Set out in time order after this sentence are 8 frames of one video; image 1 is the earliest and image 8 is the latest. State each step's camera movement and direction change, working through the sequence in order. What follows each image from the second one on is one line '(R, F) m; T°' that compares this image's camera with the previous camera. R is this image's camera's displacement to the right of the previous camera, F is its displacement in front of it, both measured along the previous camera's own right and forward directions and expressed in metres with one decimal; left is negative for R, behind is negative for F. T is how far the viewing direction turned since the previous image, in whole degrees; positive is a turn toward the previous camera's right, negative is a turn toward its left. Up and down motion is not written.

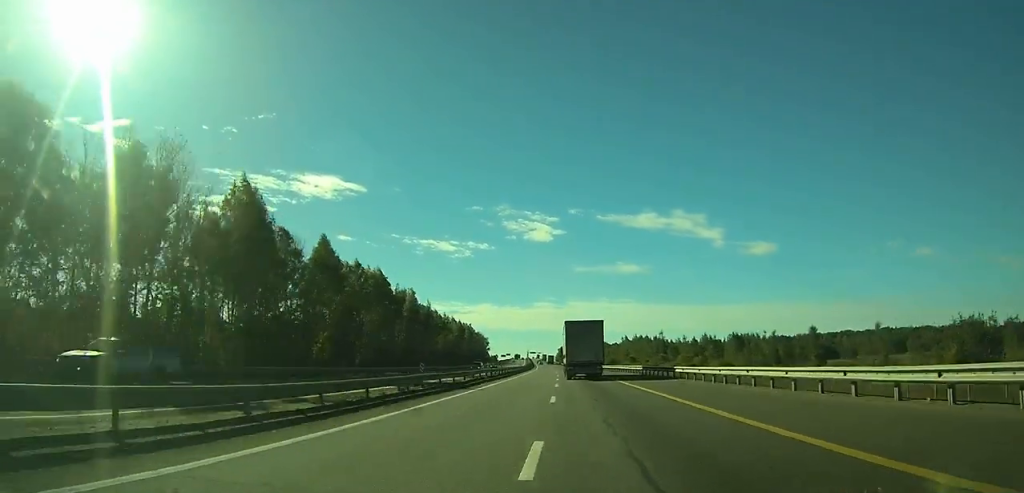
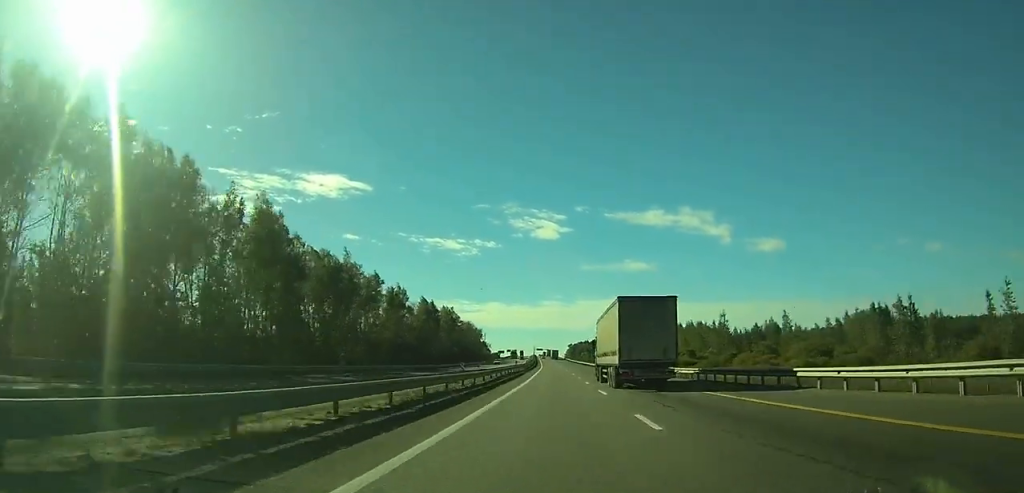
(-2.1, +79.5) m; -2°
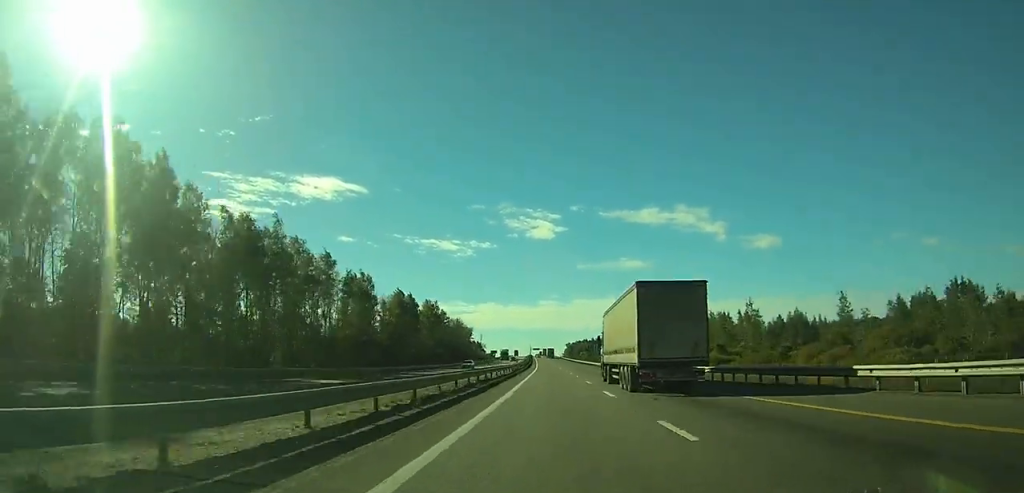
(-0.1, +25.9) m; 0°
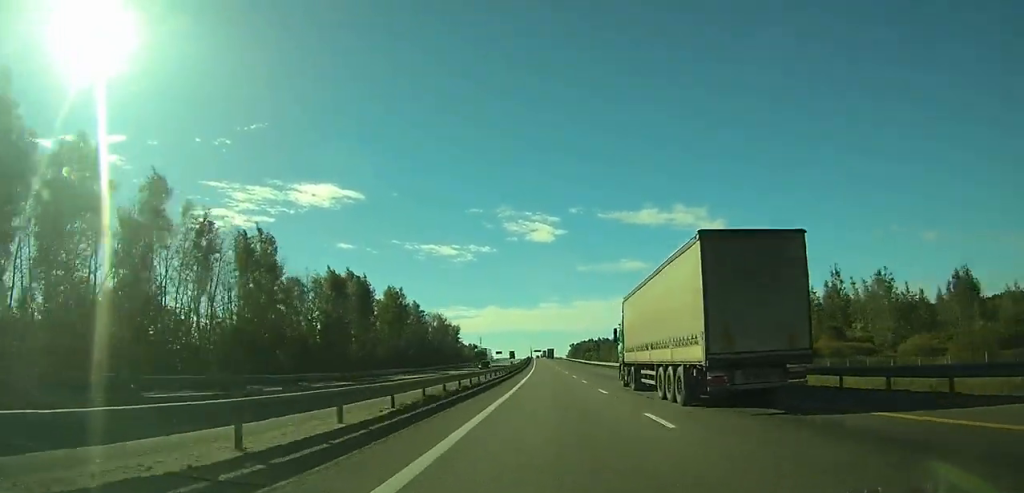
(+0.1, +46.3) m; 0°
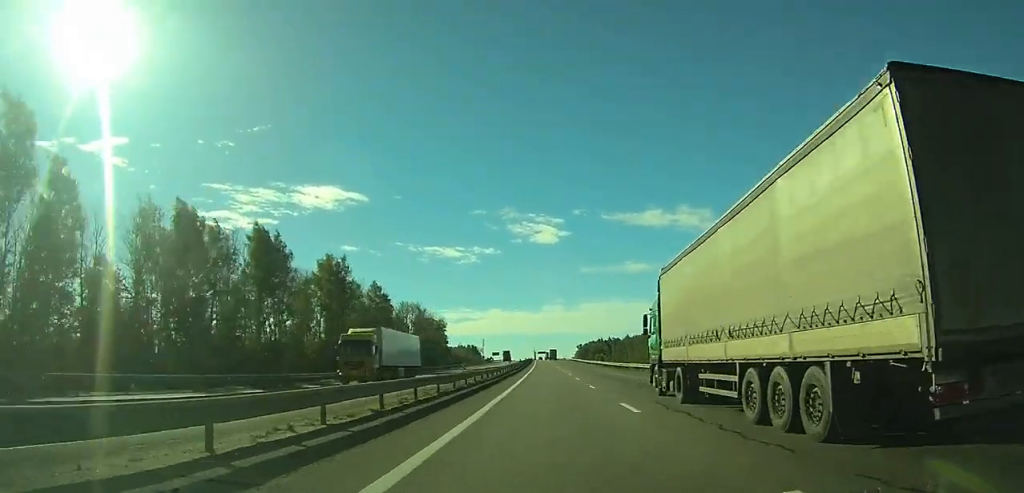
(-0.1, +44.5) m; 0°
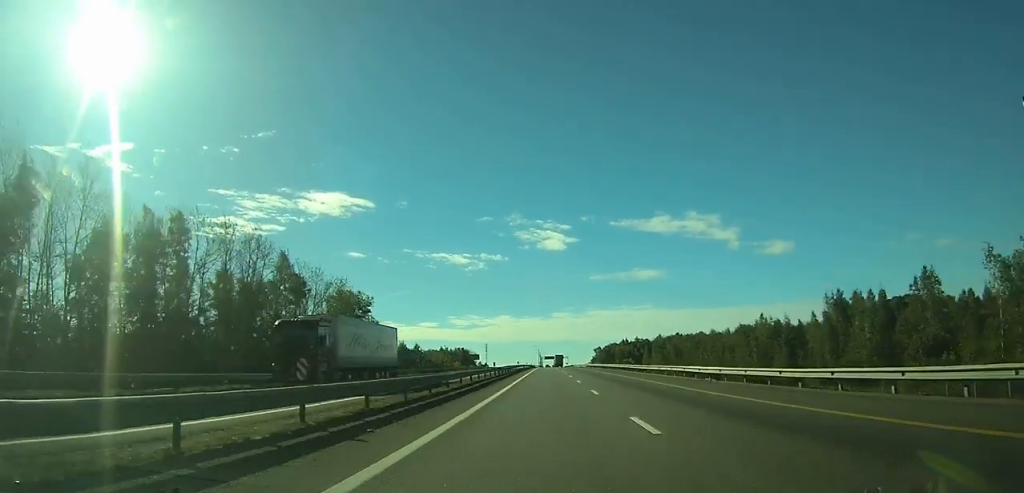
(-1.1, +100.3) m; -1°
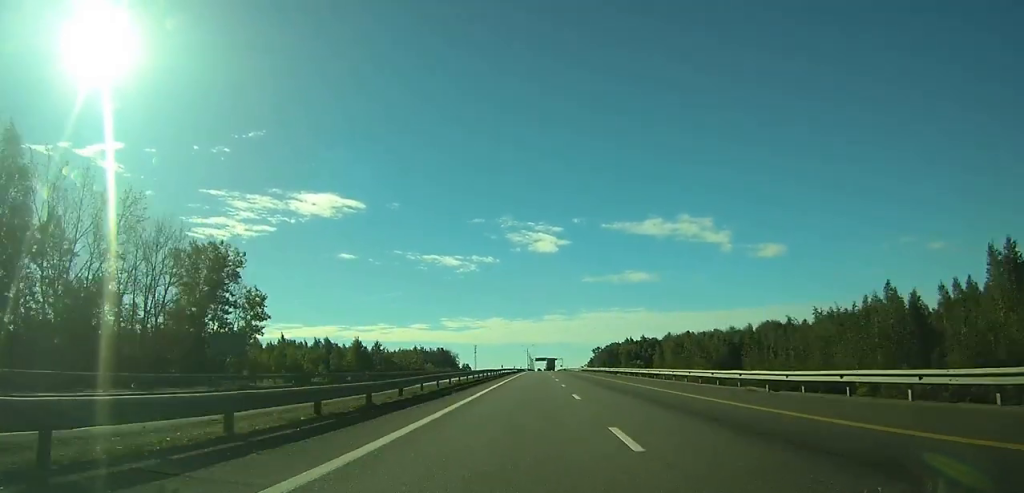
(-0.1, +50.1) m; 0°
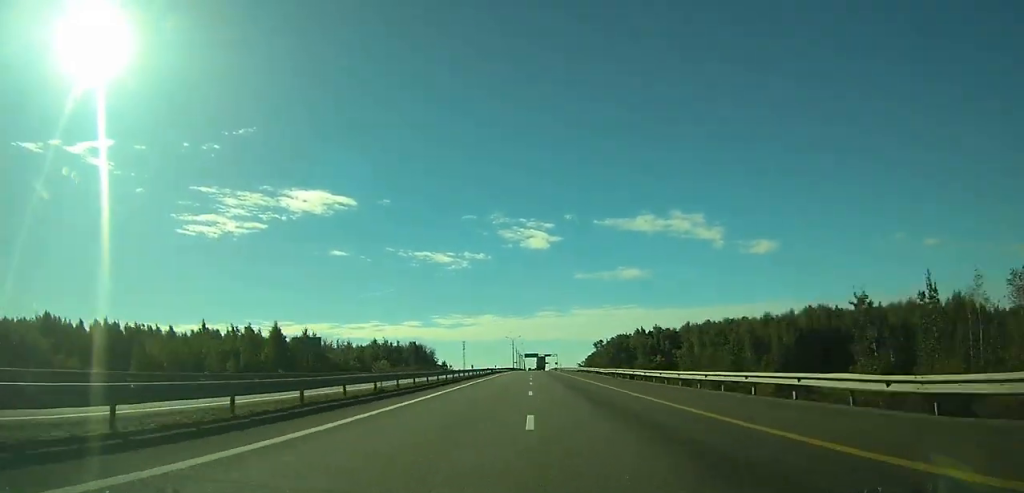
(+0.2, +57.4) m; 0°
